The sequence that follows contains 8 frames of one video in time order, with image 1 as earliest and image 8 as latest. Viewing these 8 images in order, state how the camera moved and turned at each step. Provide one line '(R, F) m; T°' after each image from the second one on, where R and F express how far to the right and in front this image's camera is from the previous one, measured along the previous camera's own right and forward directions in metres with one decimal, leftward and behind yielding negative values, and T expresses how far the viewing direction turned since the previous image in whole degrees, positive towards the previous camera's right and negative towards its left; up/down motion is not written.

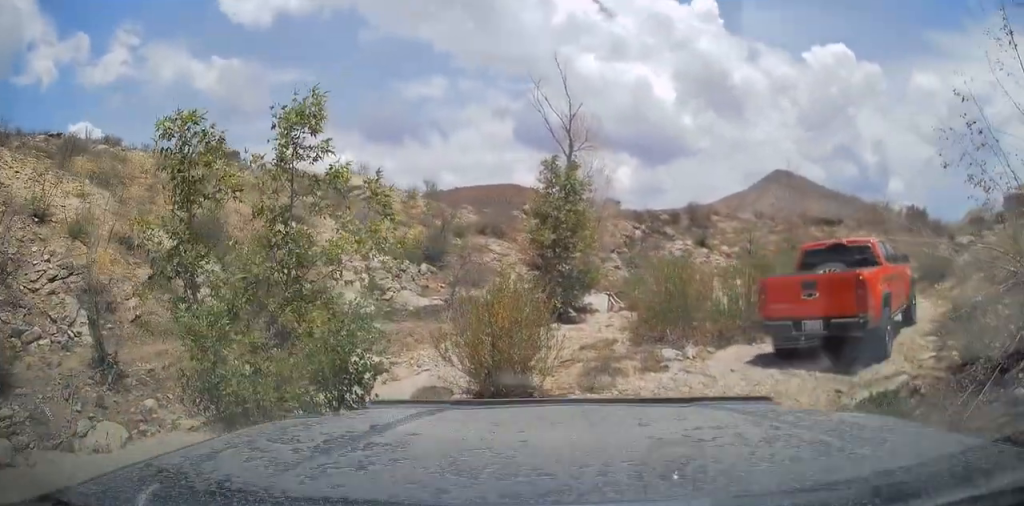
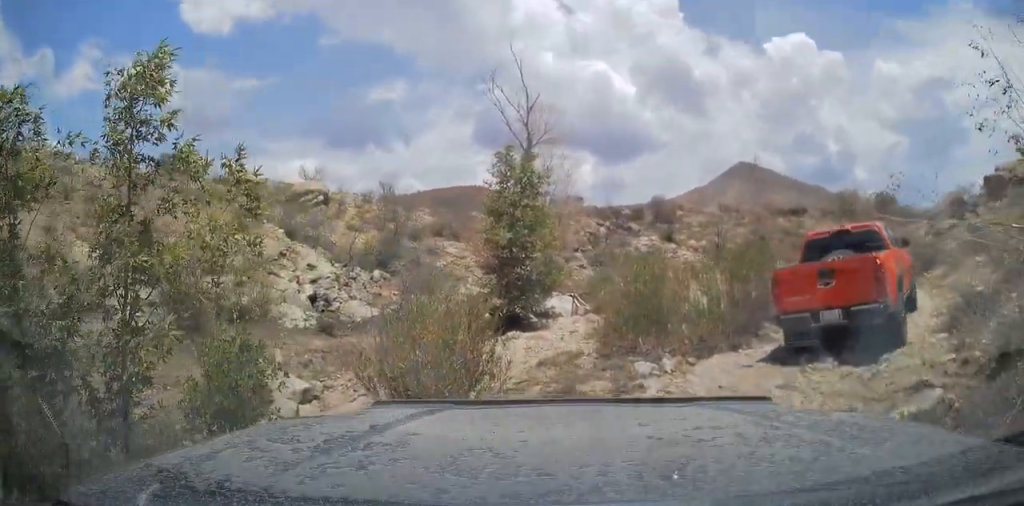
(0.0, +1.7) m; 0°
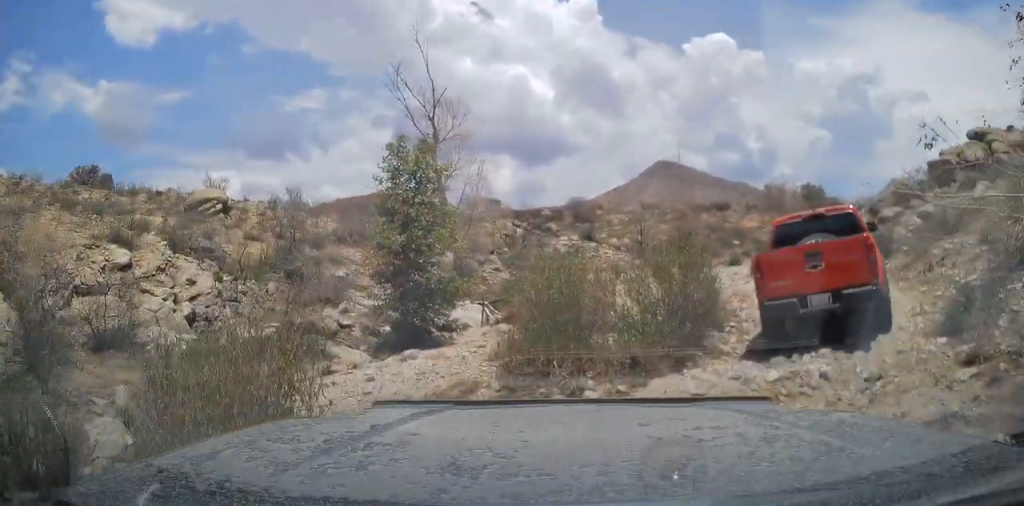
(0.0, +2.2) m; +6°
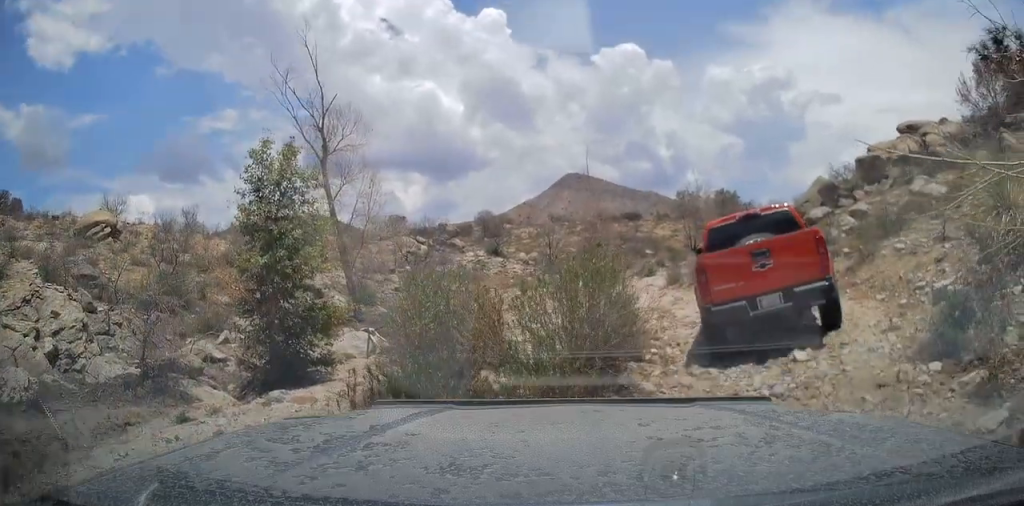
(+0.1, +2.0) m; +11°
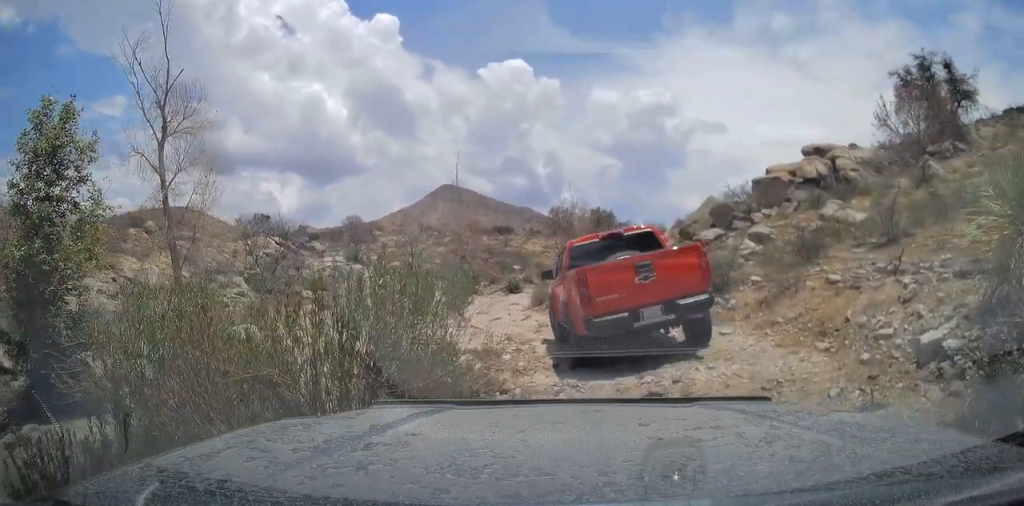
(+0.6, +3.0) m; +7°
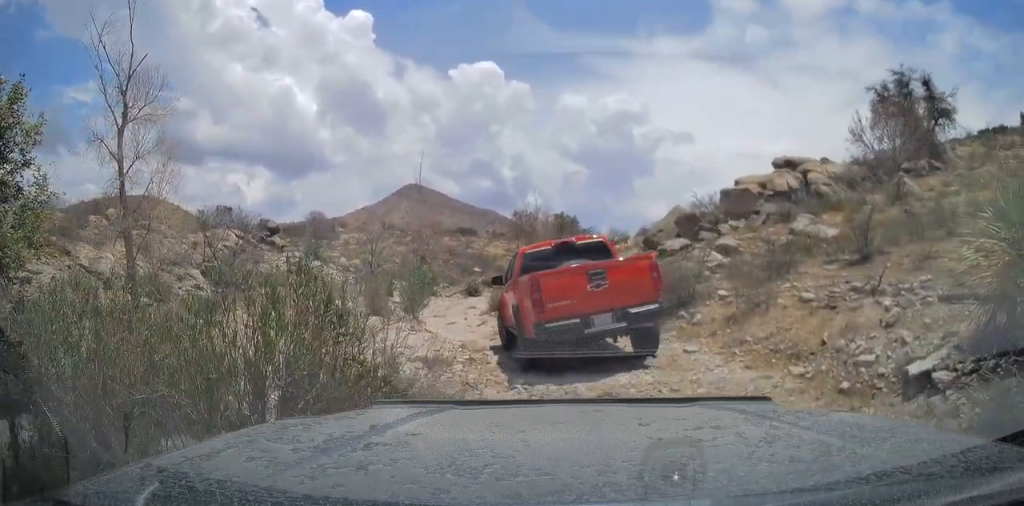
(-0.1, +0.6) m; 0°
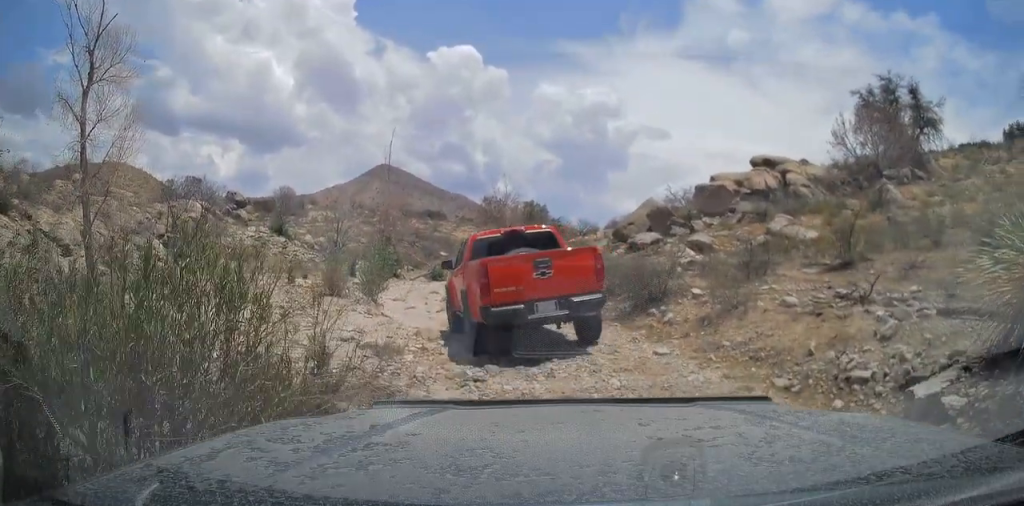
(-0.1, +0.9) m; 0°
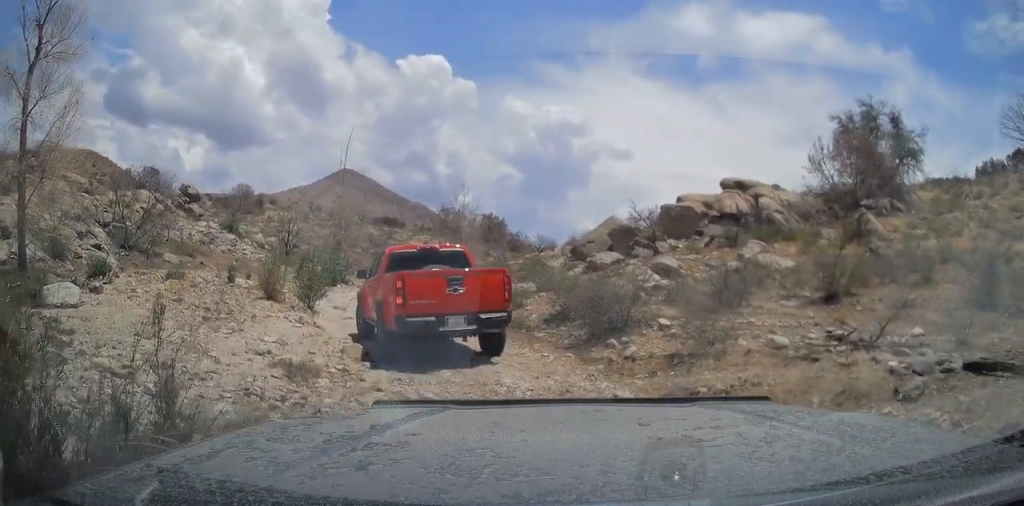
(+0.4, +1.6) m; +3°
